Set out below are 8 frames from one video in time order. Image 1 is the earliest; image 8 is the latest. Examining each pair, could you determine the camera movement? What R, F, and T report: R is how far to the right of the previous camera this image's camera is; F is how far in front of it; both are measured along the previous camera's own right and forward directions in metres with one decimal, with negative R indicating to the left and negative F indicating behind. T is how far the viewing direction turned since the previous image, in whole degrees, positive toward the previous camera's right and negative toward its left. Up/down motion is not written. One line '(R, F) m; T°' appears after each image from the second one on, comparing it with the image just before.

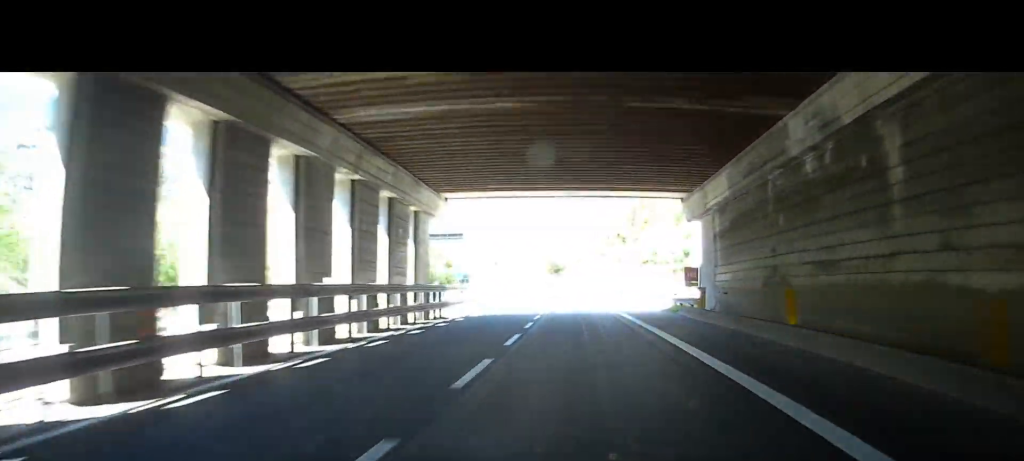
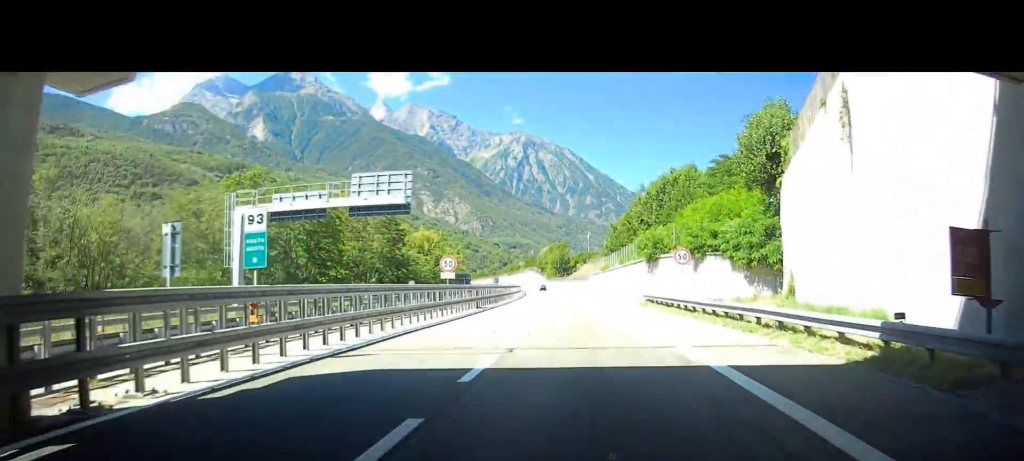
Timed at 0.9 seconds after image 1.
(-0.8, +28.2) m; -5°
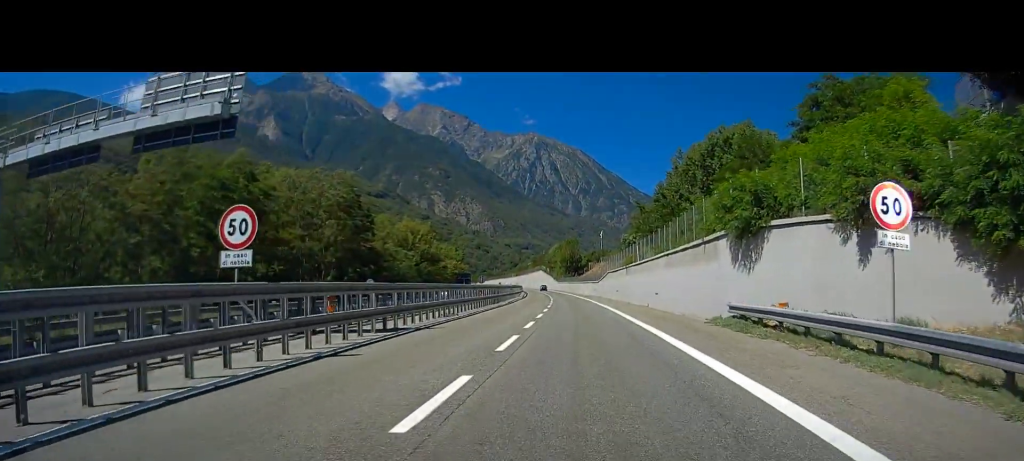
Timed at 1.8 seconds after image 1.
(-1.3, +26.7) m; -4°
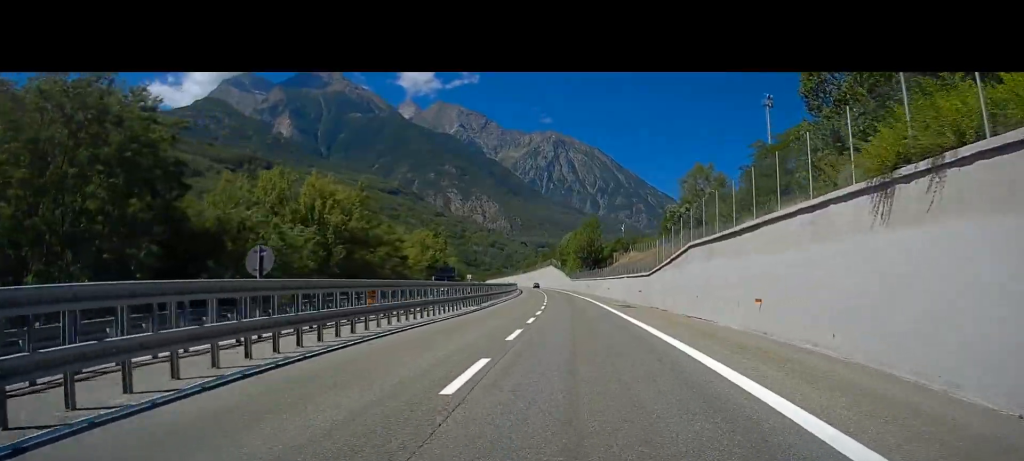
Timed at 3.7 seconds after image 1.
(+3.7, +53.7) m; +10°
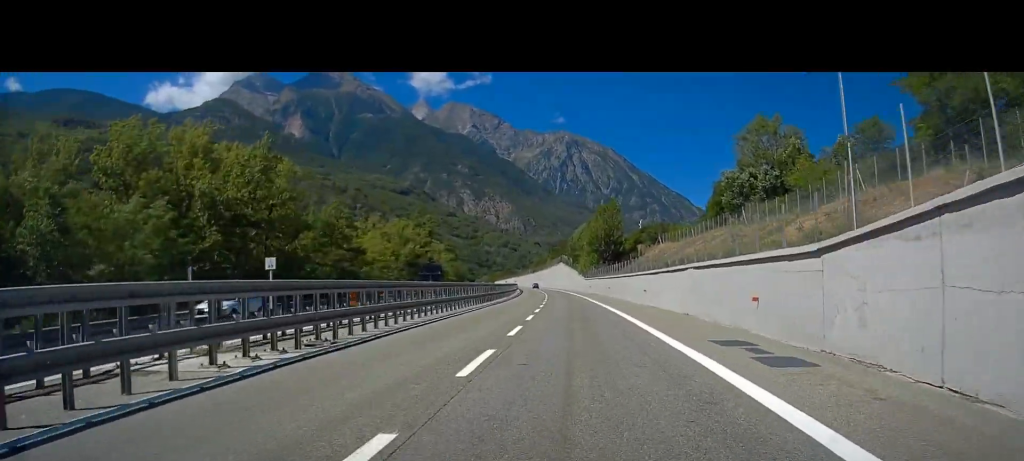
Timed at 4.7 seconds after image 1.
(+0.2, +27.9) m; -2°
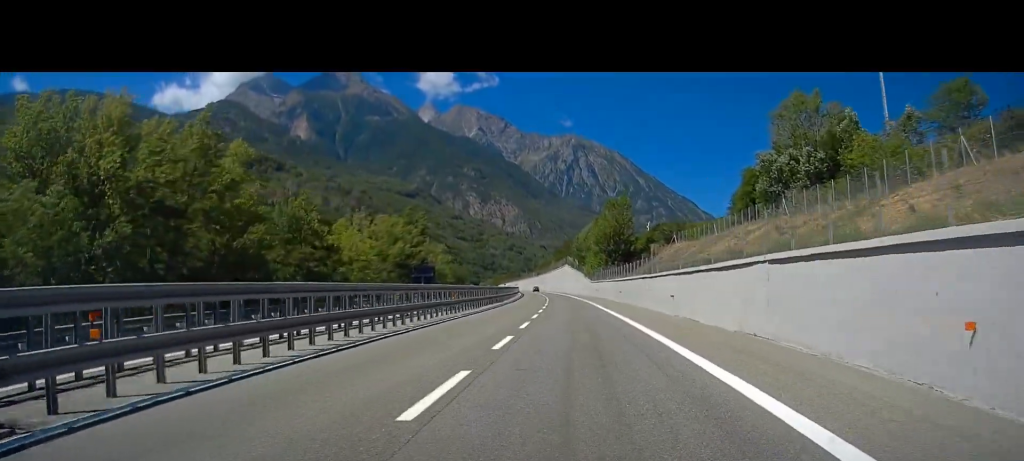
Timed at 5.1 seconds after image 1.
(-0.5, +10.0) m; -1°
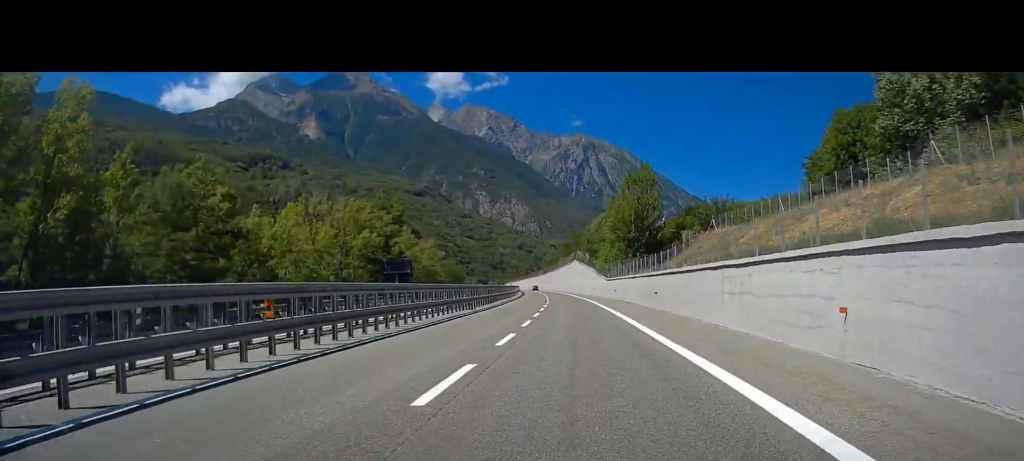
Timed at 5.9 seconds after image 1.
(-0.6, +20.1) m; -2°
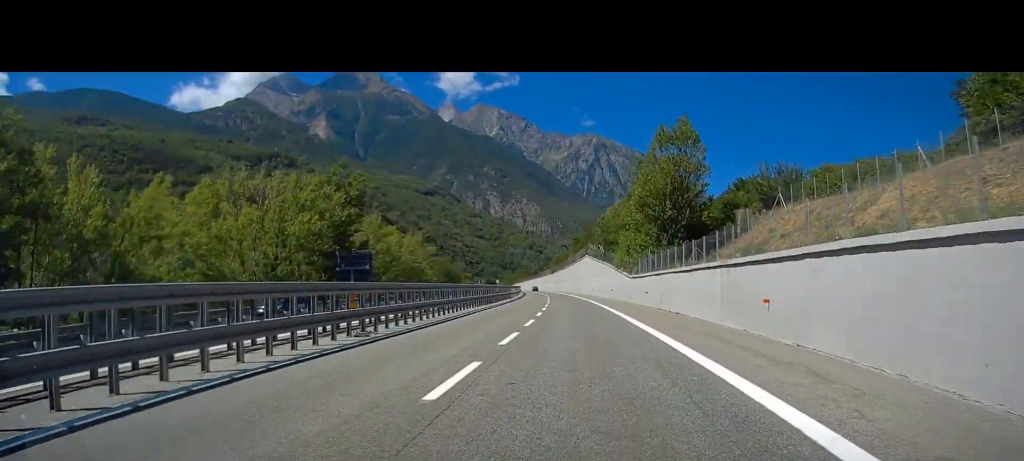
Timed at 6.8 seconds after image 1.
(-0.2, +19.6) m; 0°
